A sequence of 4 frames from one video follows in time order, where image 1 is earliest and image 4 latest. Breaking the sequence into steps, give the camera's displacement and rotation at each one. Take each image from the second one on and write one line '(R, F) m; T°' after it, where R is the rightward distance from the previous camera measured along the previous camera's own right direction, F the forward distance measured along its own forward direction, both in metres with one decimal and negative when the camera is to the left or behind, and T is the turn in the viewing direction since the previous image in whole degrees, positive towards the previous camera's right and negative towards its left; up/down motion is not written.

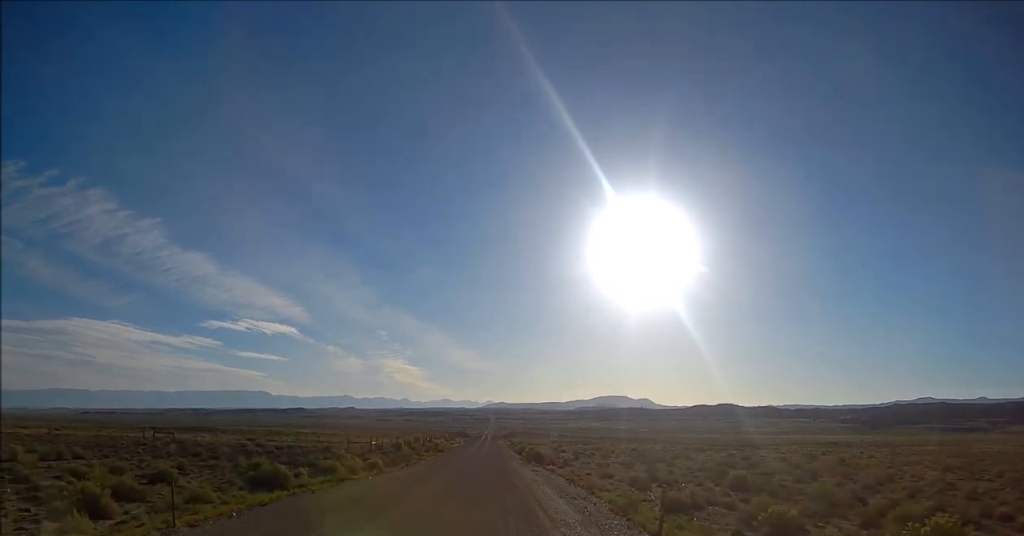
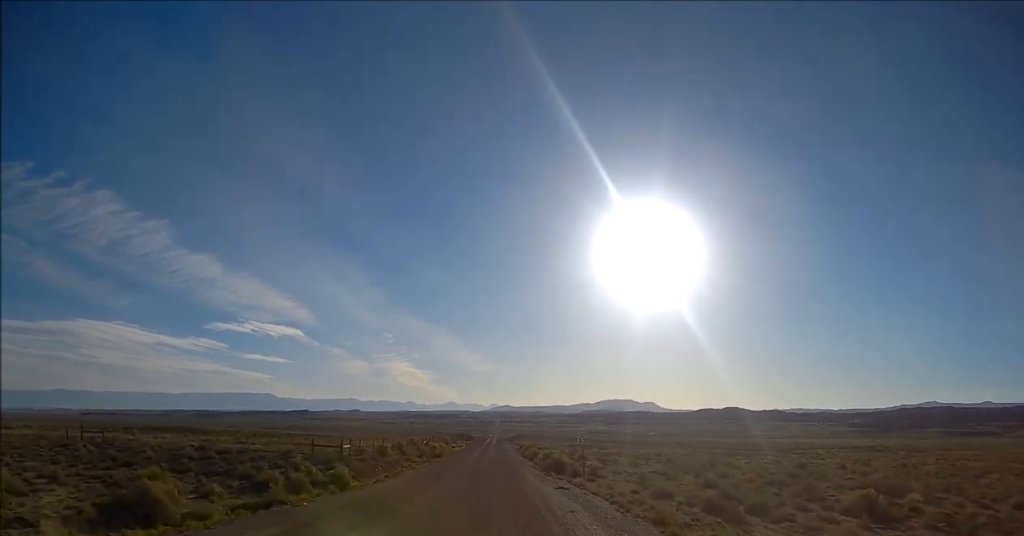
(0.0, +14.3) m; -1°
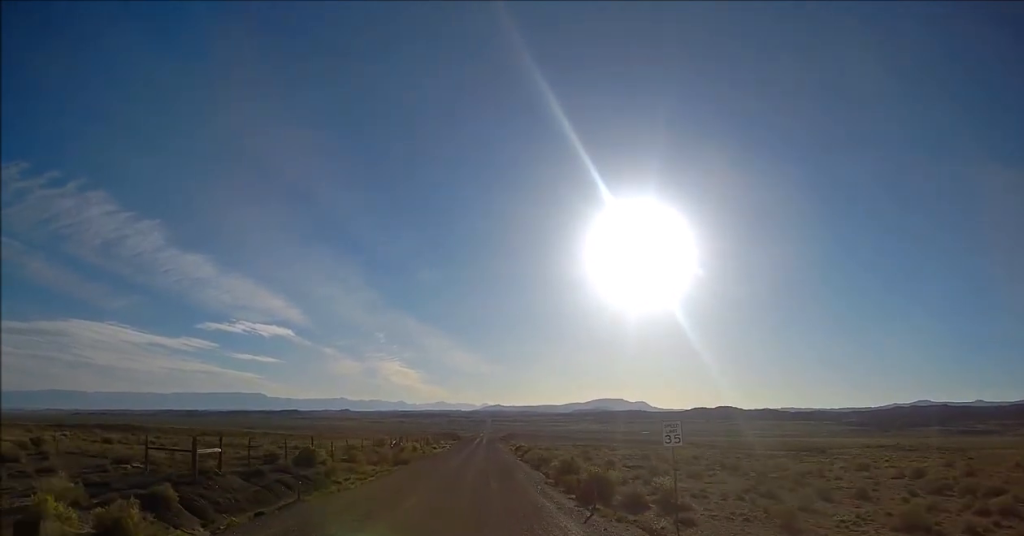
(+0.4, +22.4) m; +2°
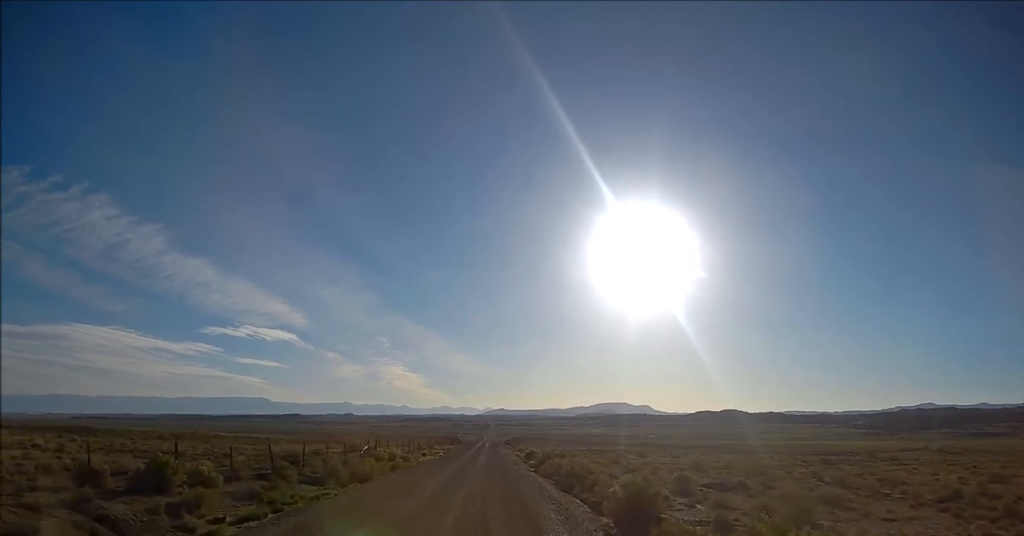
(-0.2, +19.1) m; -1°
